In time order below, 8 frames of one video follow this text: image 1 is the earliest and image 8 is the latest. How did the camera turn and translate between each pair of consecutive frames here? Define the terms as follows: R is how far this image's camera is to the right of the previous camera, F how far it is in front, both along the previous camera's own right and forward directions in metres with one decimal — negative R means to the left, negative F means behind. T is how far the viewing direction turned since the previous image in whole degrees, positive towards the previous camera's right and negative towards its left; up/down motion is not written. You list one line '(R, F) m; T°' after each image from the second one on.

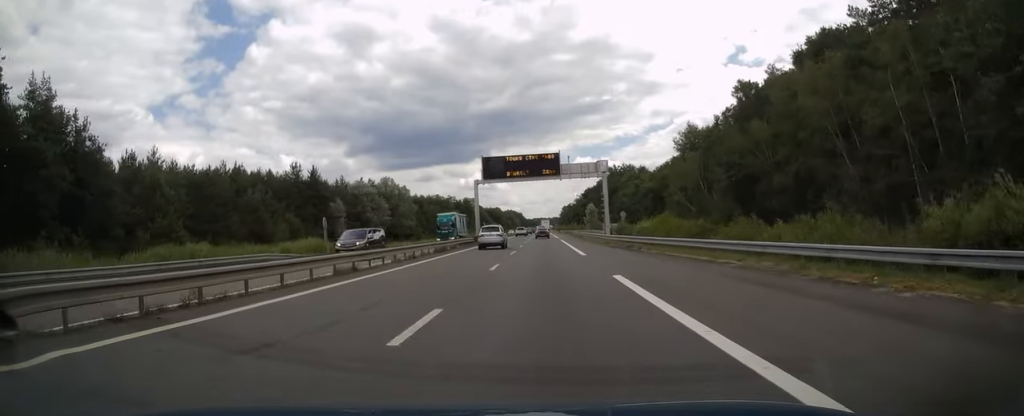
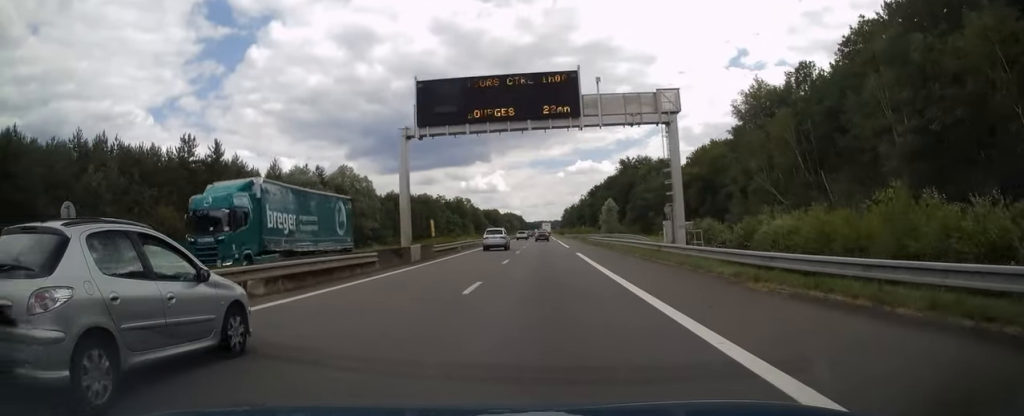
(0.0, +32.9) m; 0°
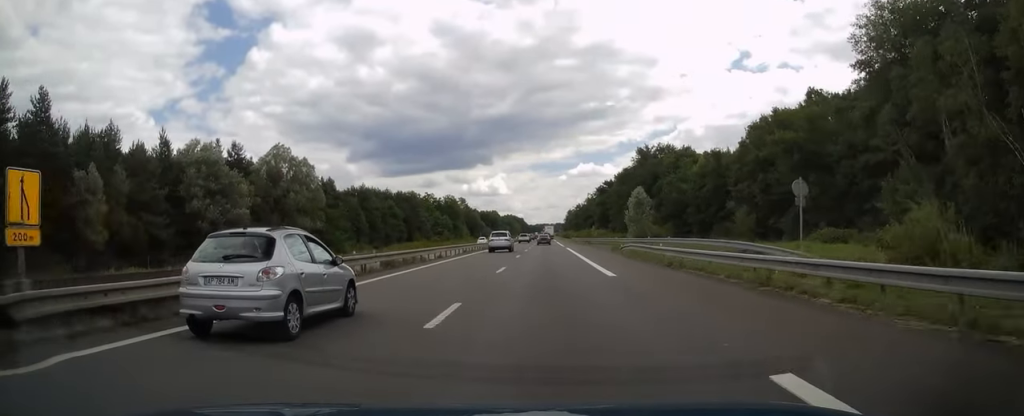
(0.0, +30.3) m; 0°
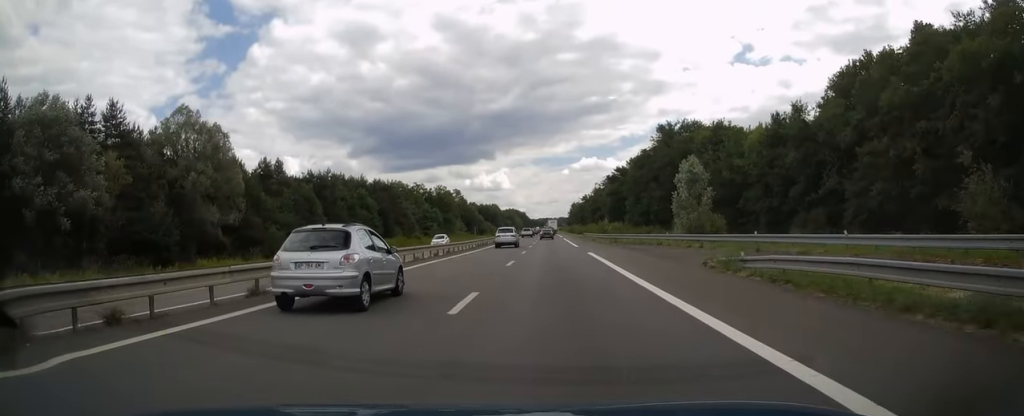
(-0.1, +24.8) m; 0°
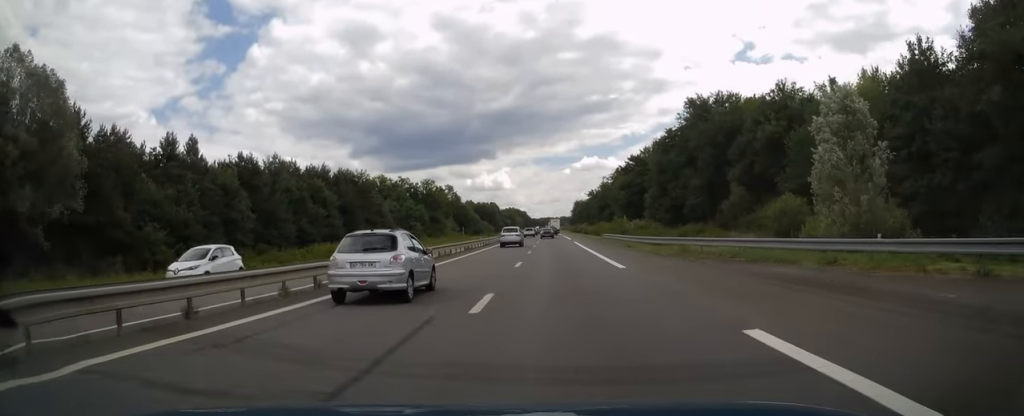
(0.0, +25.1) m; 0°
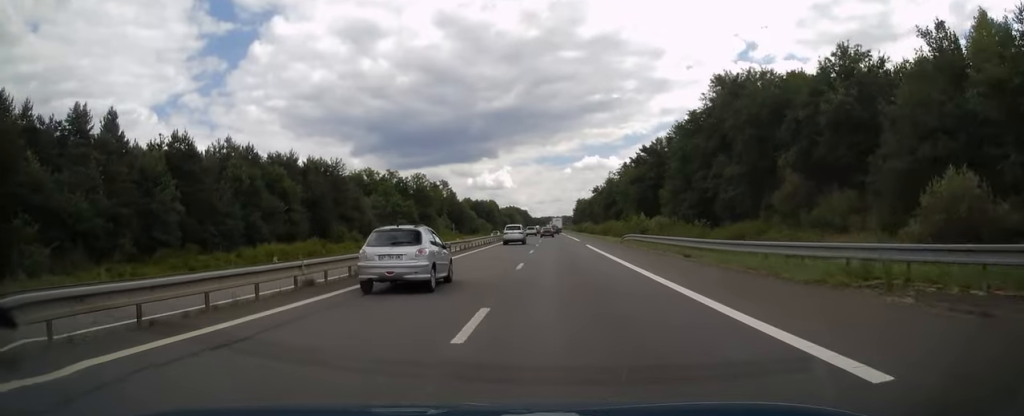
(0.0, +15.6) m; 0°
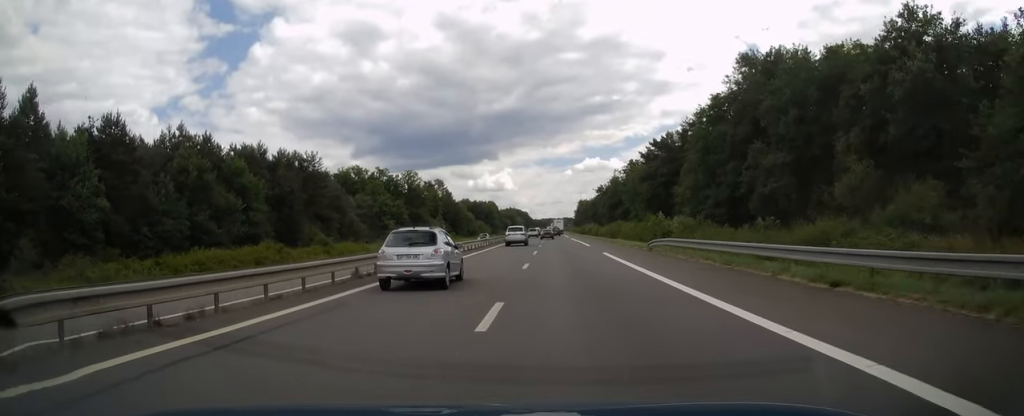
(0.0, +11.9) m; 0°
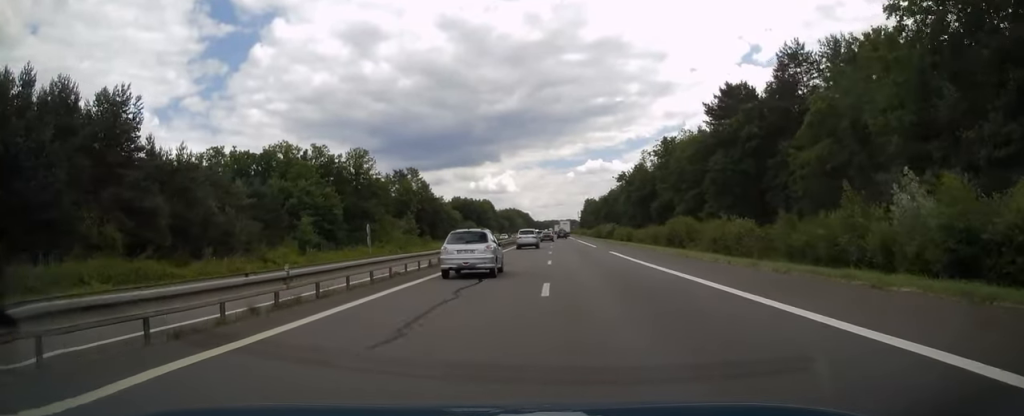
(-0.1, +47.2) m; 0°
